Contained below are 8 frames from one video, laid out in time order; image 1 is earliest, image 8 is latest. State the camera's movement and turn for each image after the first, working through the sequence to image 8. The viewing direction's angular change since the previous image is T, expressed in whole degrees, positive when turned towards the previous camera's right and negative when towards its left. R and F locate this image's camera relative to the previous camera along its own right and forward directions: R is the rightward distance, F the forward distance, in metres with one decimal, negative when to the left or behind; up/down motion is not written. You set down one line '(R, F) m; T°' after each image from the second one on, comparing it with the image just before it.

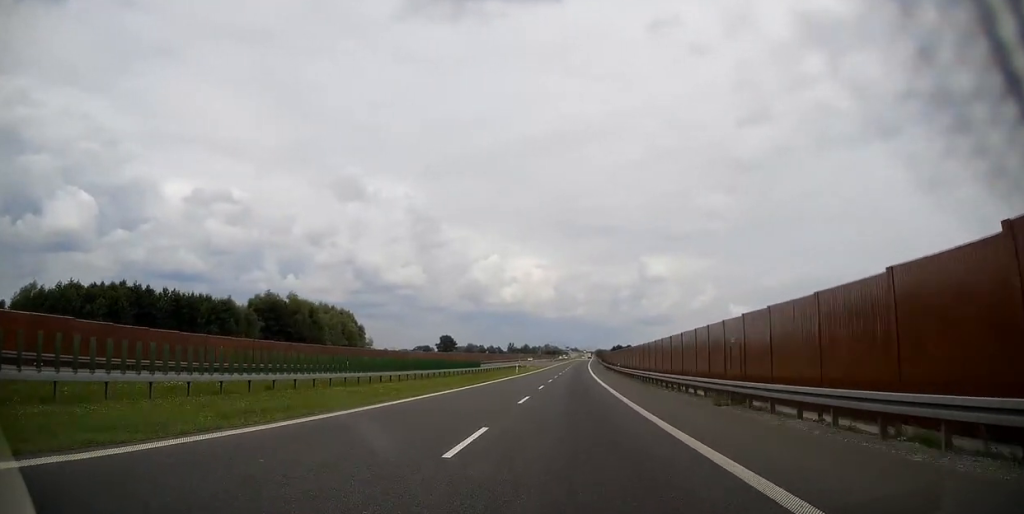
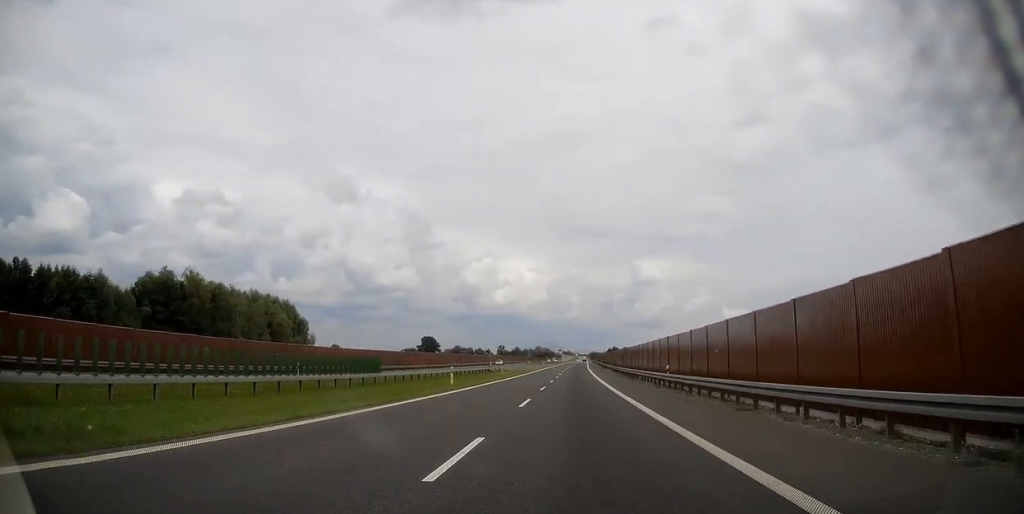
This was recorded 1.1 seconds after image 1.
(+0.2, +38.5) m; 0°
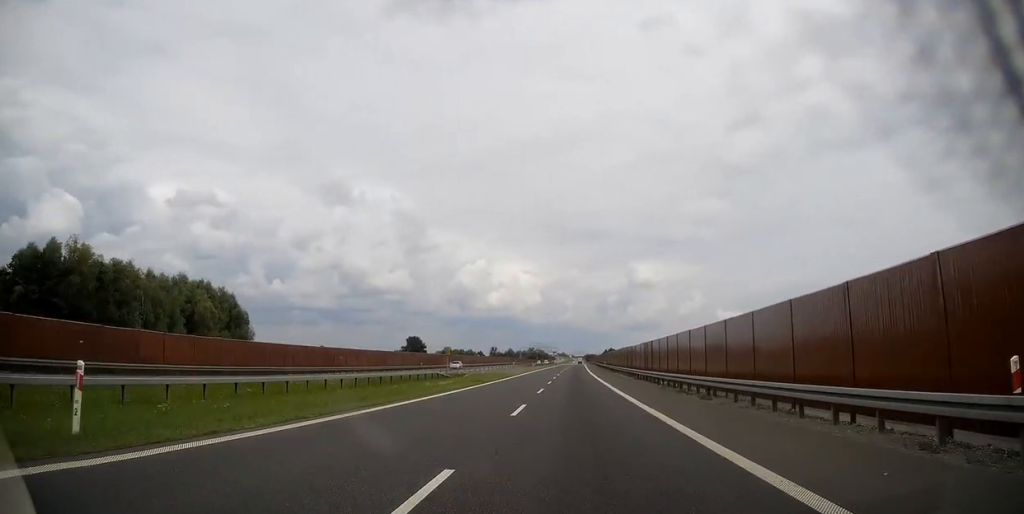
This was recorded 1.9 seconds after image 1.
(0.0, +27.9) m; 0°
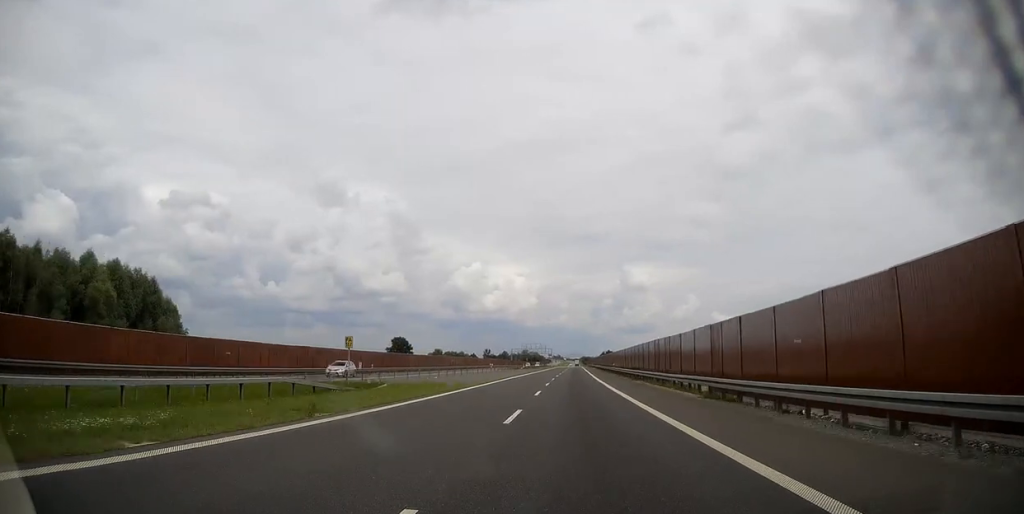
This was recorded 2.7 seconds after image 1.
(0.0, +26.7) m; +1°
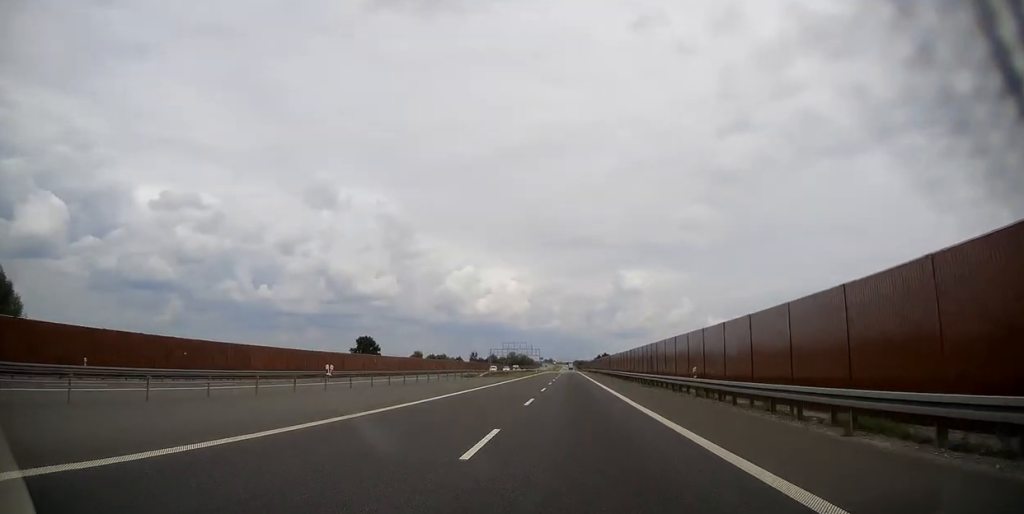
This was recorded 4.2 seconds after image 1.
(+0.7, +54.2) m; +1°
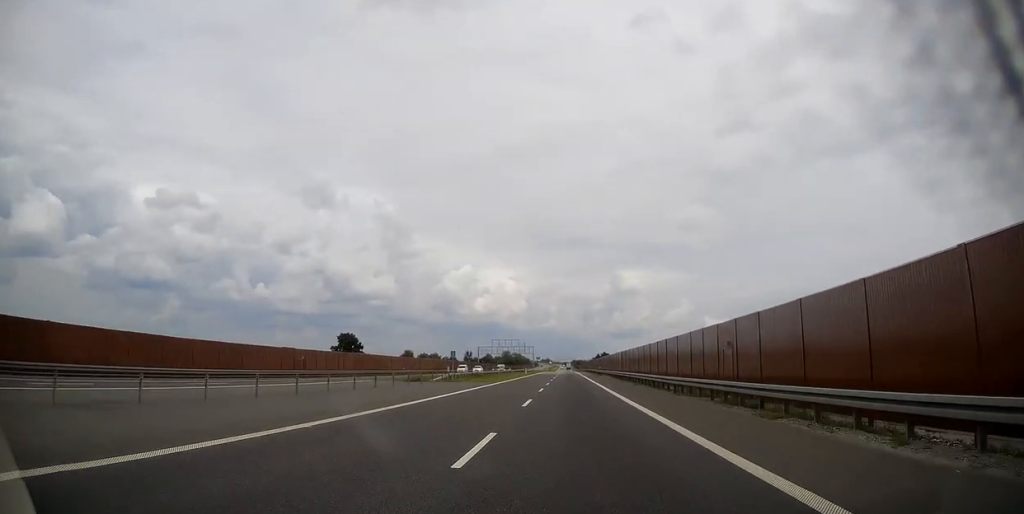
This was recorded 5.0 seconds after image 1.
(0.0, +25.3) m; 0°
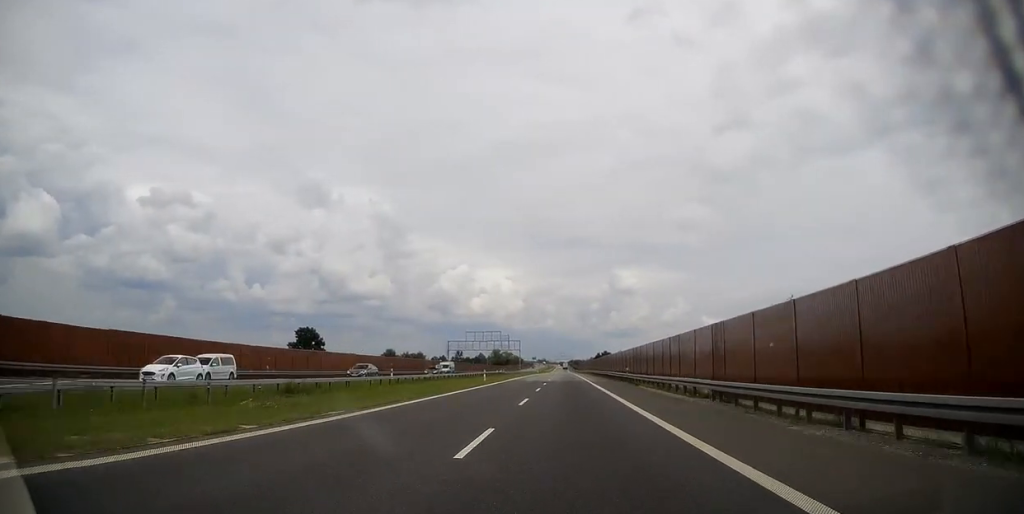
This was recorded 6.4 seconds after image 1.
(+0.4, +48.1) m; 0°
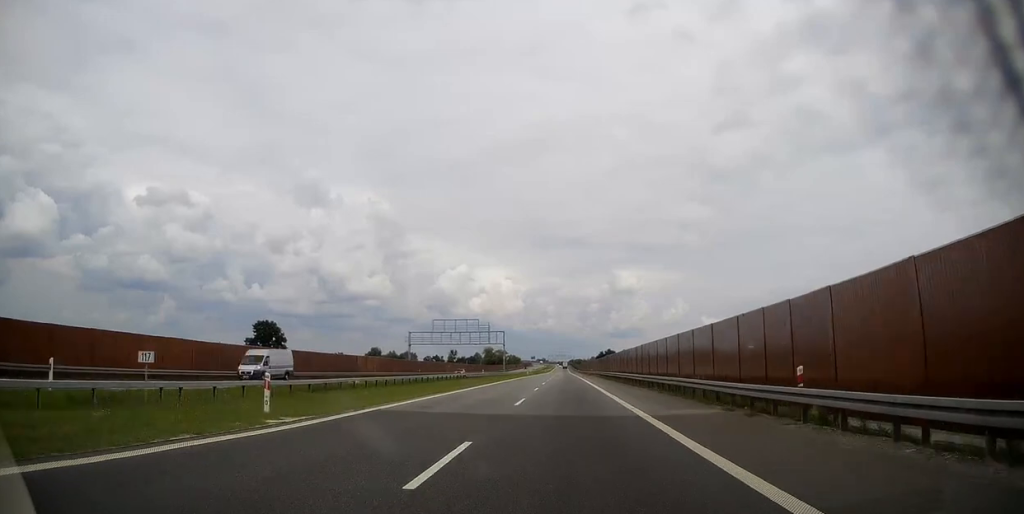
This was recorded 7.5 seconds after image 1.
(-0.2, +39.1) m; 0°
